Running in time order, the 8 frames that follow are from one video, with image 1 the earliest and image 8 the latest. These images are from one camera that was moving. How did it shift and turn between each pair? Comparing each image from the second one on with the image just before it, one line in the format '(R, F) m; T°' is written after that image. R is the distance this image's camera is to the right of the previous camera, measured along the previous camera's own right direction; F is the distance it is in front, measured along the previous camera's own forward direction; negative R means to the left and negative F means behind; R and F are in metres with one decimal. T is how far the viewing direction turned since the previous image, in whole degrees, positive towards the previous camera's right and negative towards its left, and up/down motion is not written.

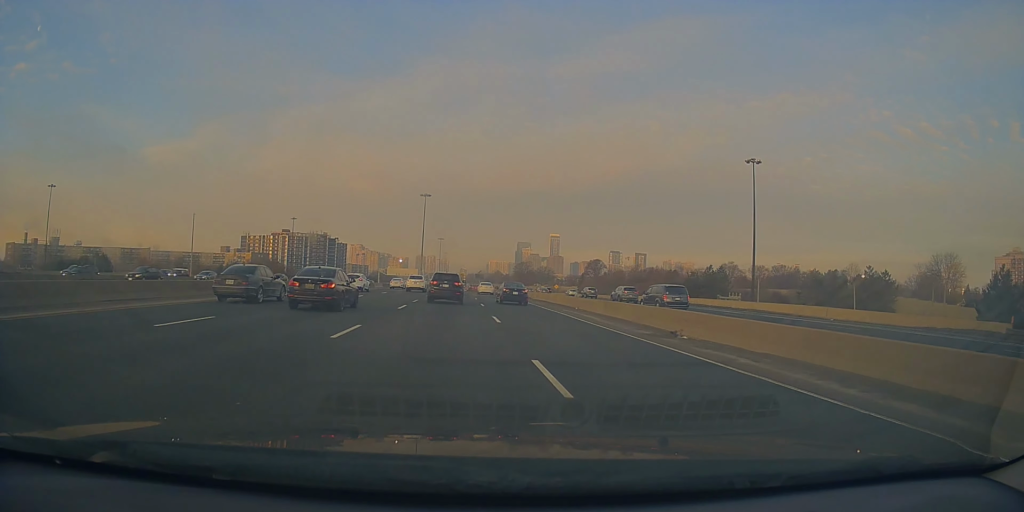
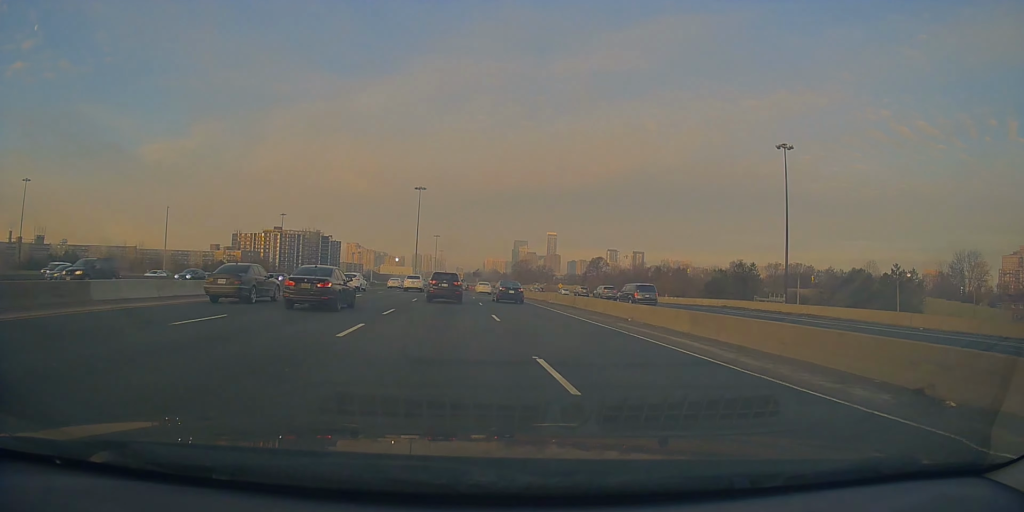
(+0.1, +11.4) m; +1°
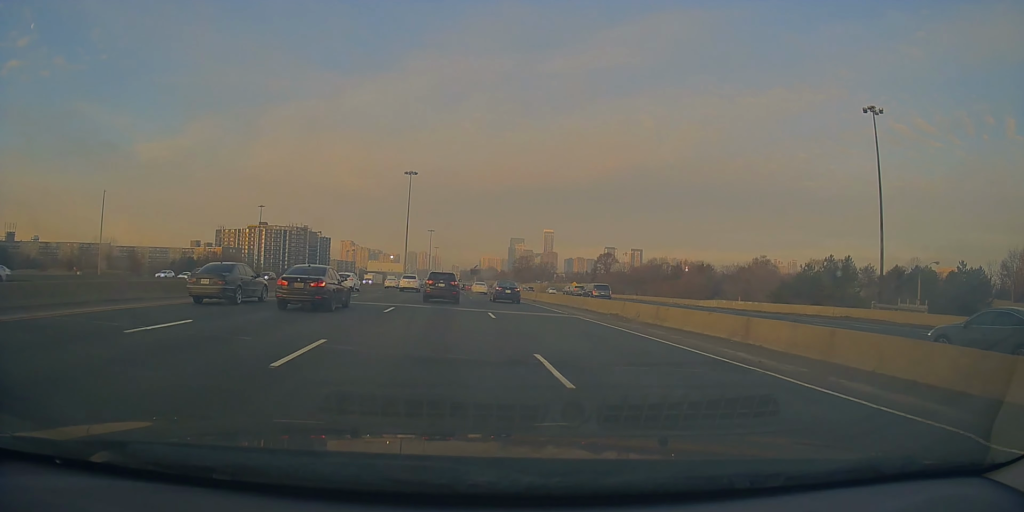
(-0.1, +23.4) m; -2°
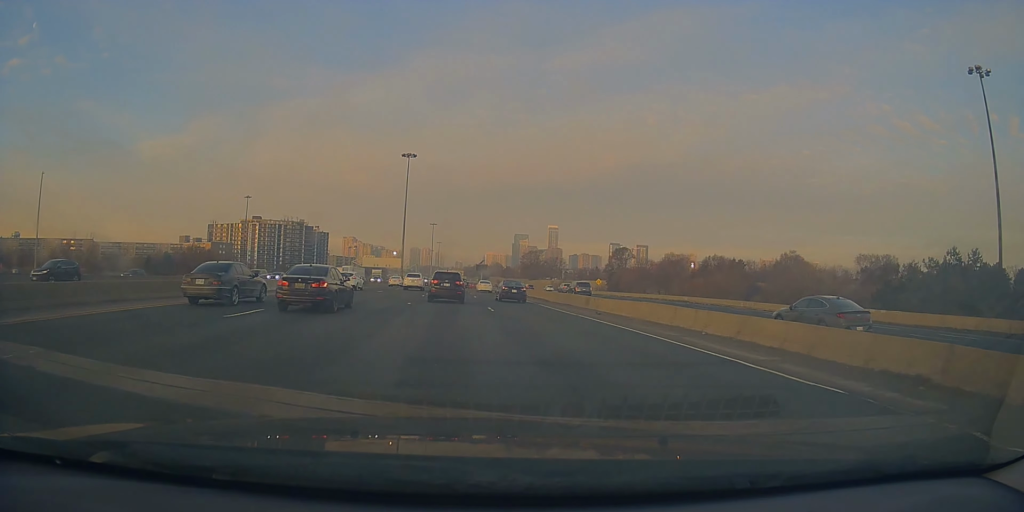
(-0.5, +19.0) m; 0°
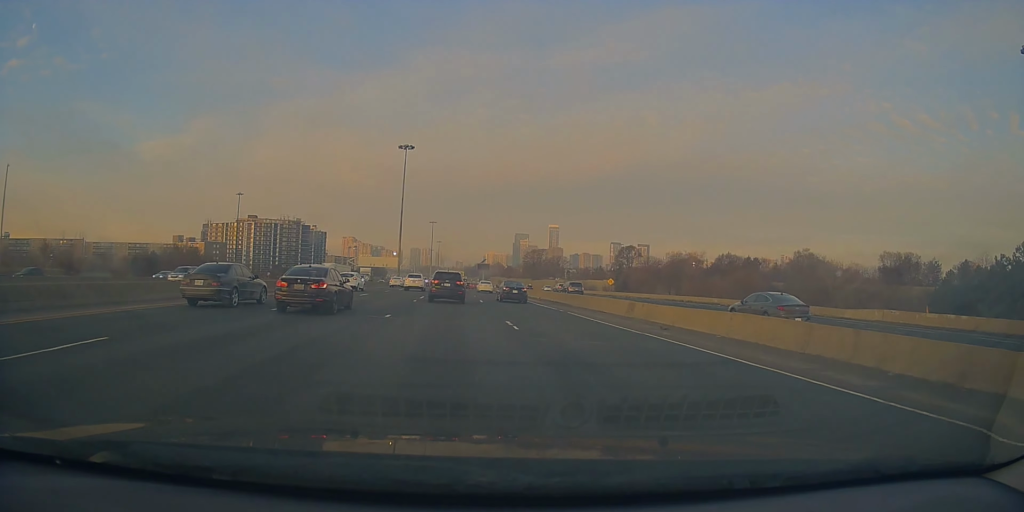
(+0.3, +8.6) m; +1°
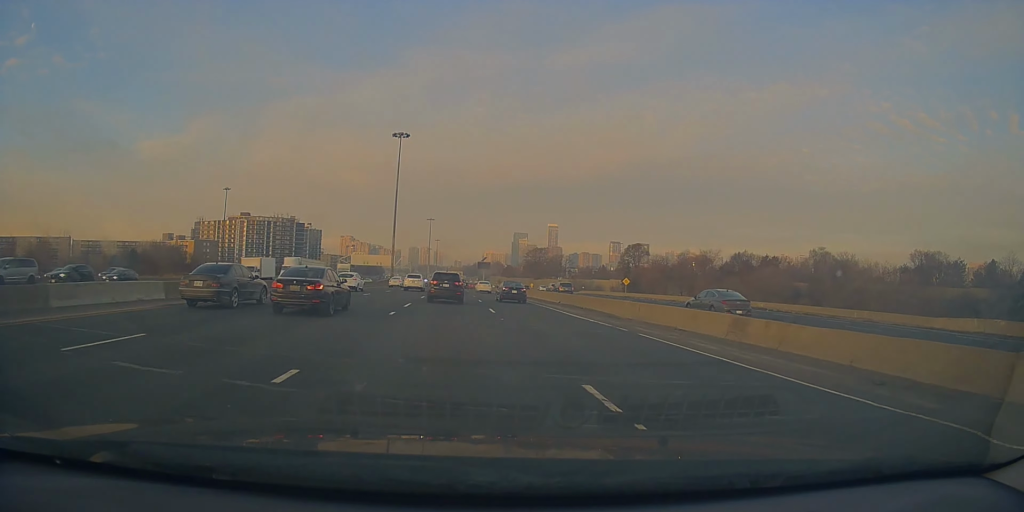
(+0.2, +10.6) m; +1°
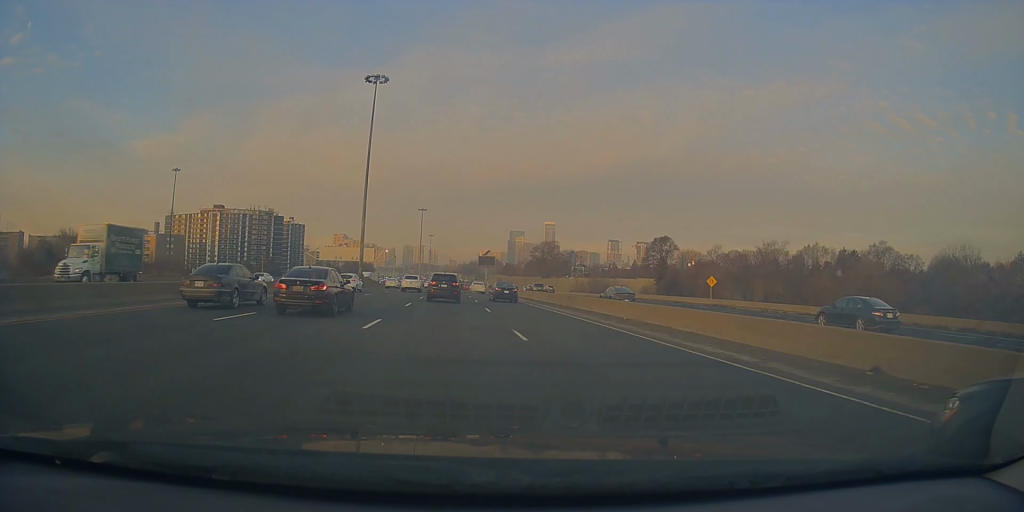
(-0.2, +34.7) m; 0°
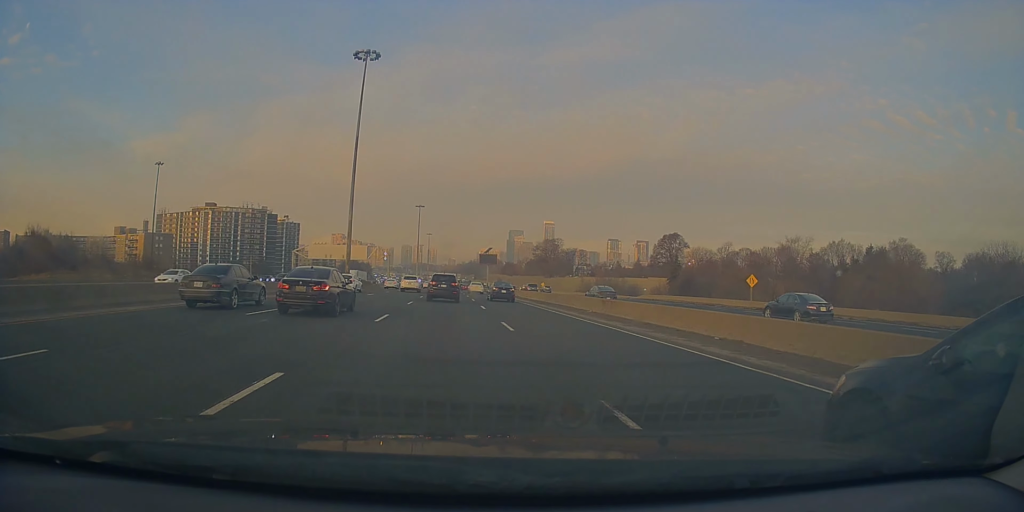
(0.0, +9.5) m; 0°
